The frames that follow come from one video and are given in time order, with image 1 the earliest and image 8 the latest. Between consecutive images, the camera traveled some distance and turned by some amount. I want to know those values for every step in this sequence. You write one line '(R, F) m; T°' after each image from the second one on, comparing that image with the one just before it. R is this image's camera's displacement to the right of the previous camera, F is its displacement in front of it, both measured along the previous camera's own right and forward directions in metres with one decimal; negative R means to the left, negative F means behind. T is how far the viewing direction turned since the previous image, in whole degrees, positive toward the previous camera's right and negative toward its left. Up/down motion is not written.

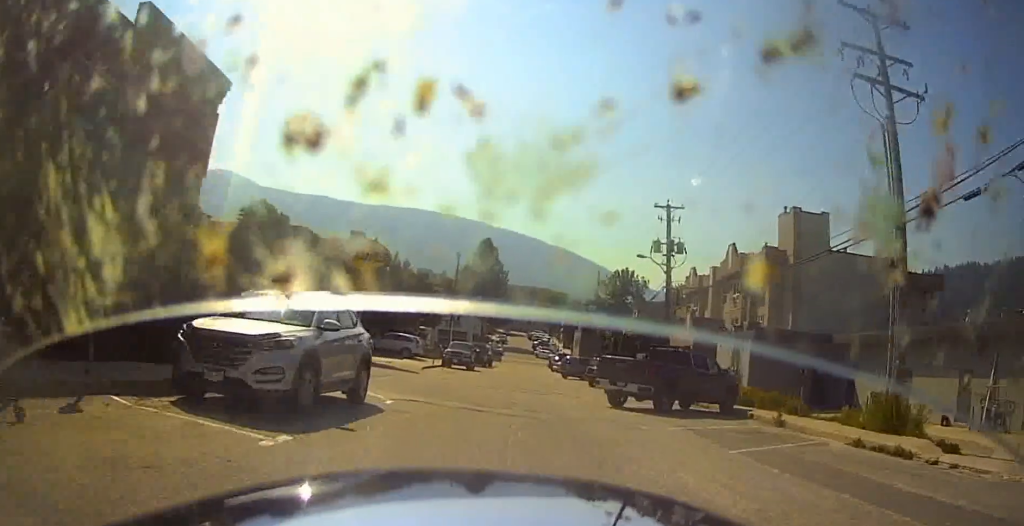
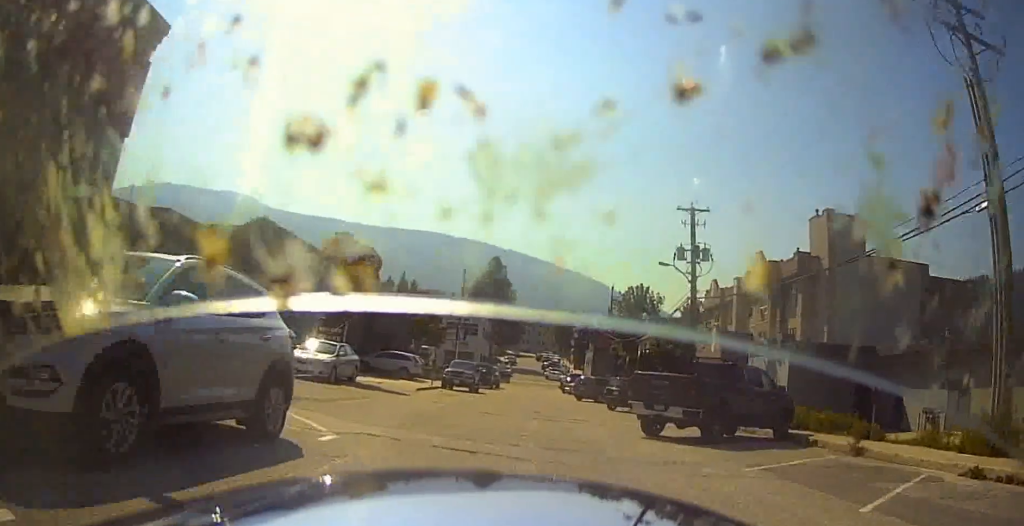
(-0.1, +4.8) m; +5°
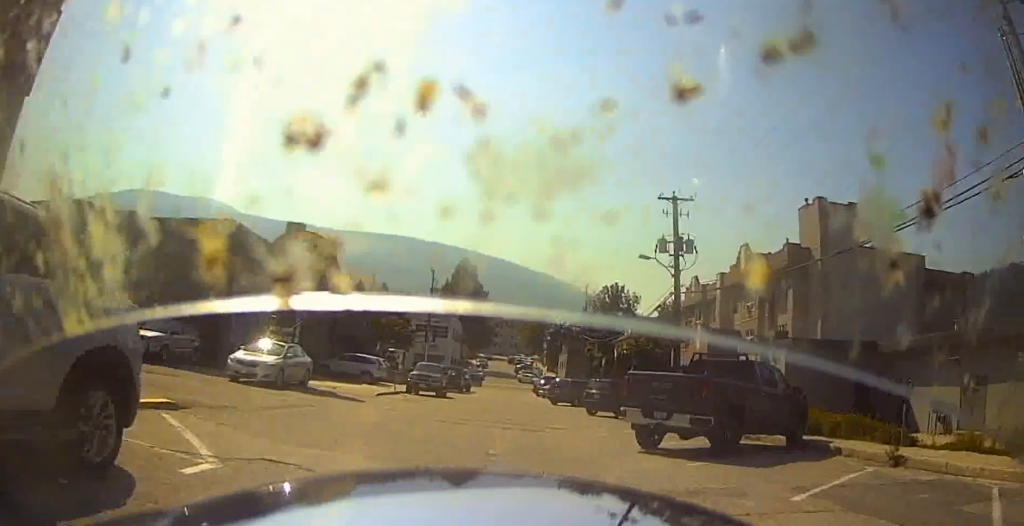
(+0.2, +2.9) m; +1°
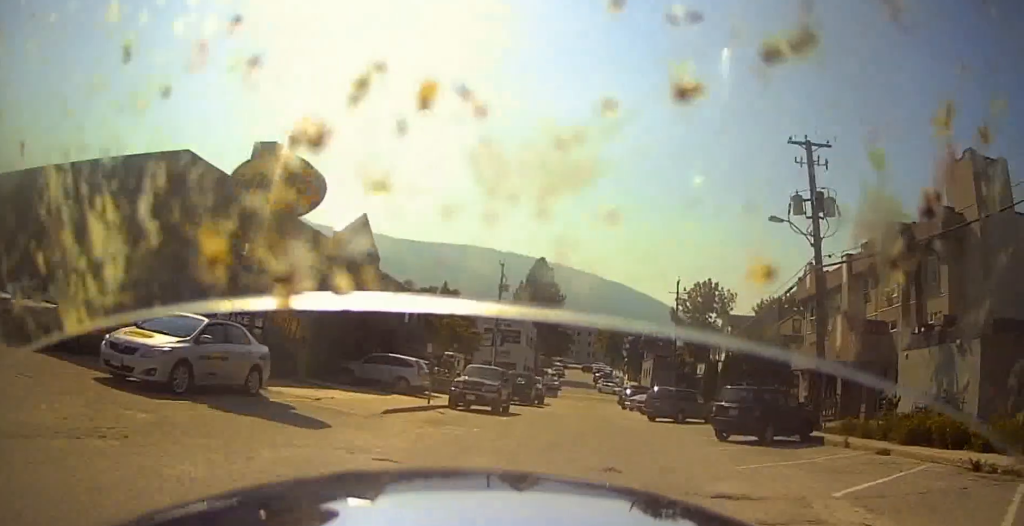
(-0.1, +9.9) m; +6°
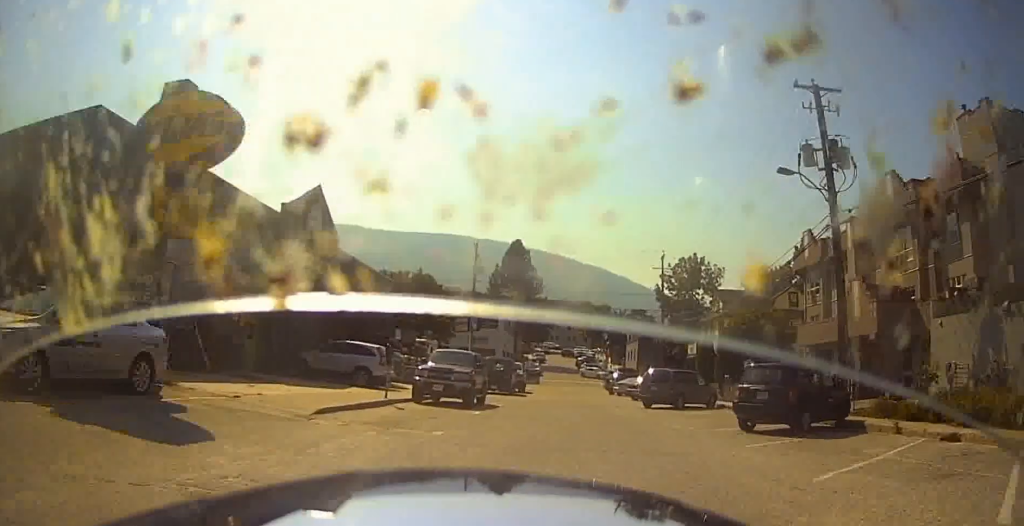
(+0.6, +3.4) m; +4°
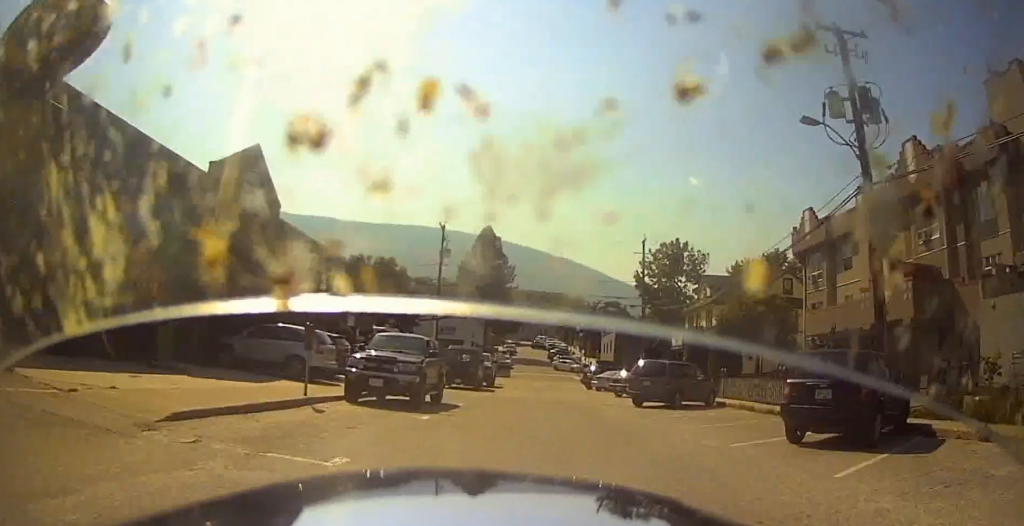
(+0.2, +4.2) m; +1°
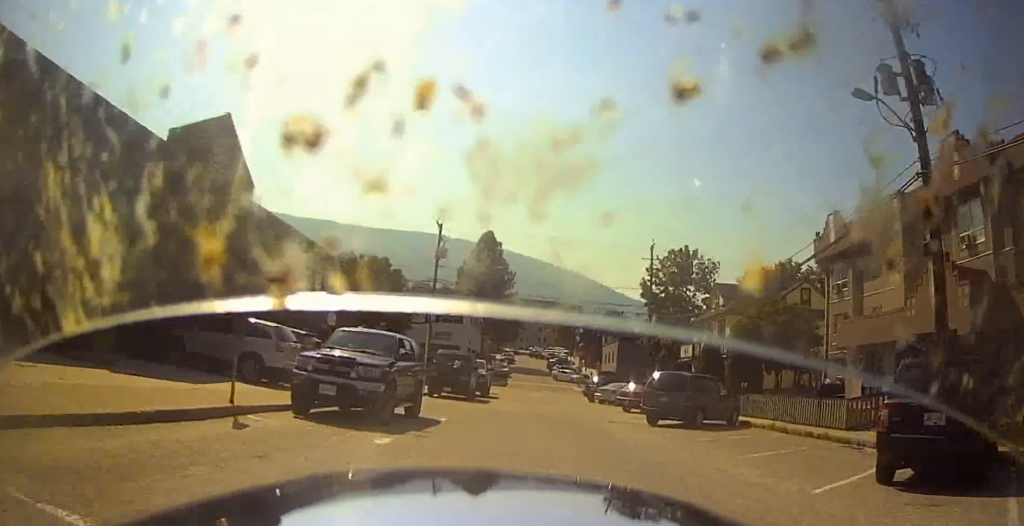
(-0.1, +3.2) m; -3°
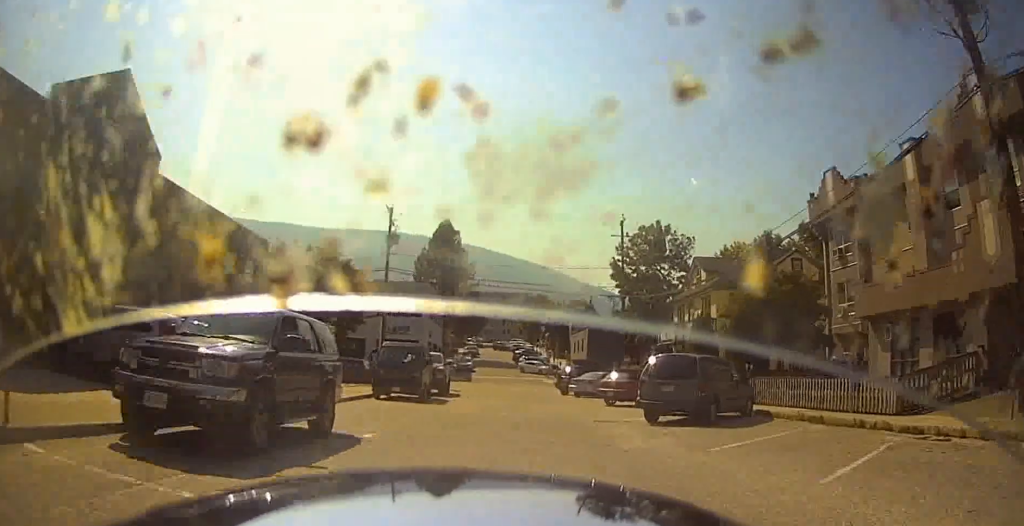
(-0.1, +4.4) m; -3°
